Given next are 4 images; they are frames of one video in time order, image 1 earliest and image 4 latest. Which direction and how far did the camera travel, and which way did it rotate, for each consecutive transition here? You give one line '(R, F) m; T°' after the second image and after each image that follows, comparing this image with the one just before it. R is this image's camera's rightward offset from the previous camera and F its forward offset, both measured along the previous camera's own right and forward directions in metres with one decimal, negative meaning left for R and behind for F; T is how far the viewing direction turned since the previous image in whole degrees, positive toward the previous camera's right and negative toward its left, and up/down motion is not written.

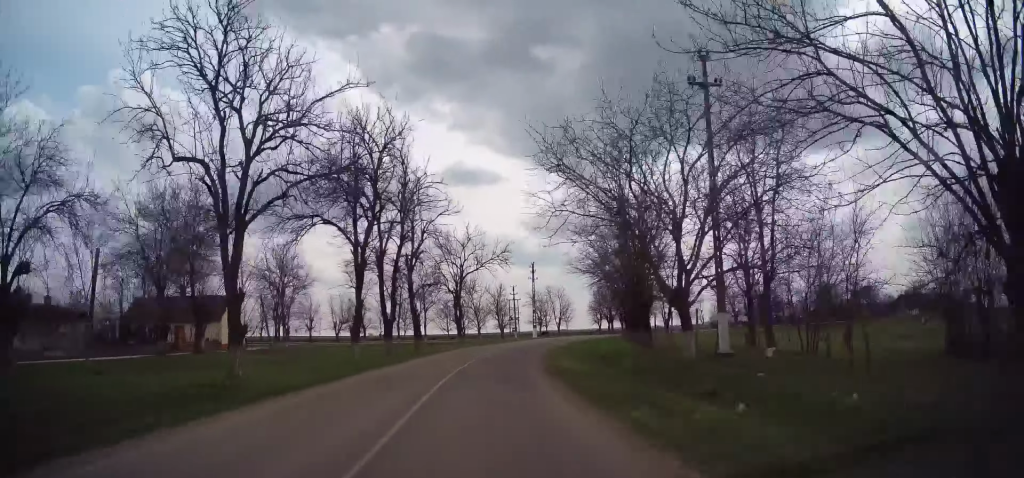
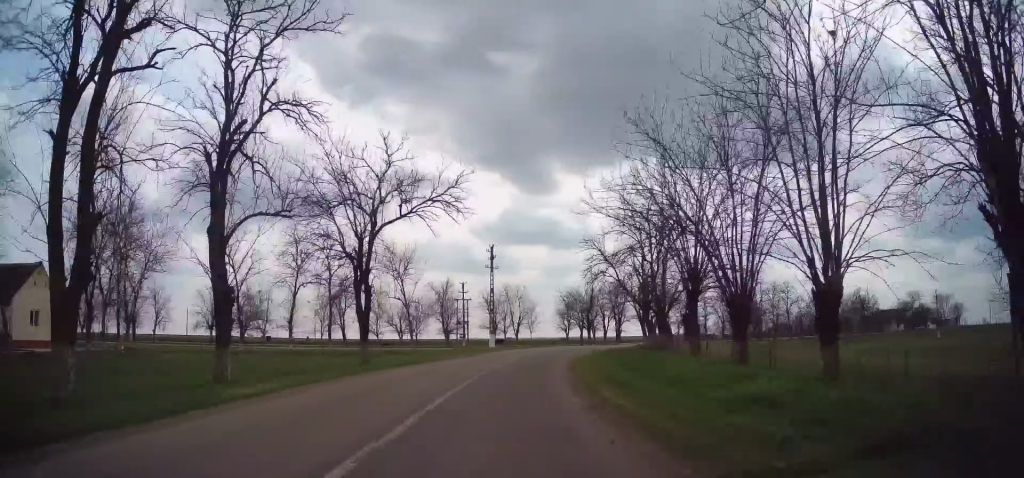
(+0.4, +24.0) m; +4°
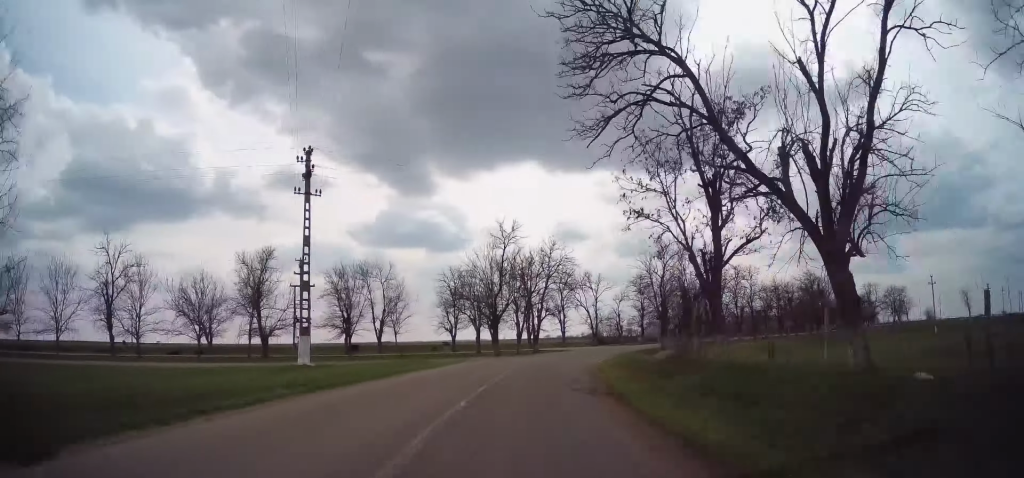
(+3.3, +35.4) m; +12°
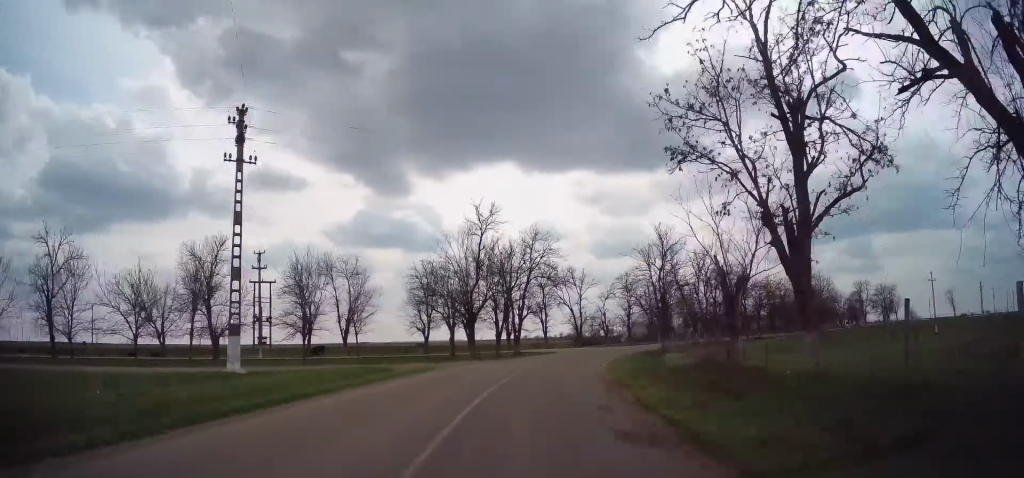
(+0.1, +6.4) m; +3°
